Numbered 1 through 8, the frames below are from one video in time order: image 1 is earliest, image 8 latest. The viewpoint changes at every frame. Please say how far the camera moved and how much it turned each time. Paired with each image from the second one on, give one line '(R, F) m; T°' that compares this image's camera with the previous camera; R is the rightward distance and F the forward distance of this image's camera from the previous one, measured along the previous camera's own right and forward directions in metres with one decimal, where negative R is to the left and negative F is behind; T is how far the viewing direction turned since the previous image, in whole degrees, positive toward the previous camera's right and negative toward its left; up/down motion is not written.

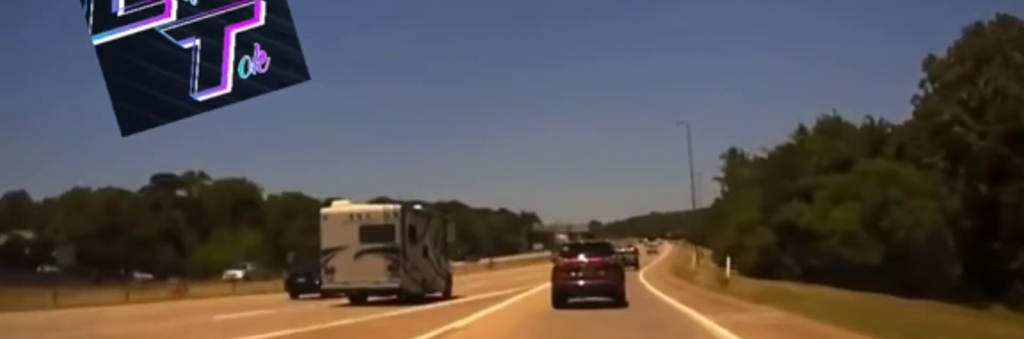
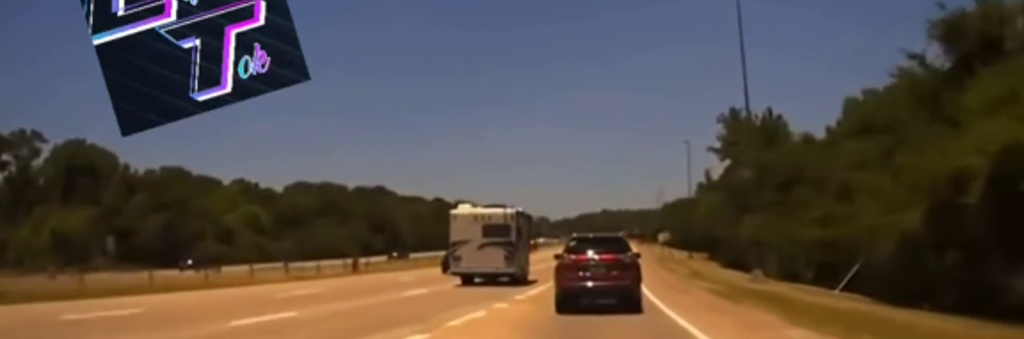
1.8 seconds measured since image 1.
(+1.8, +40.3) m; +4°
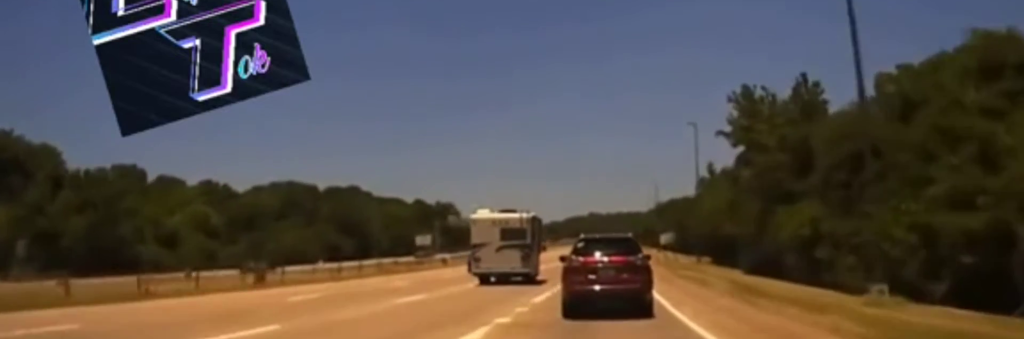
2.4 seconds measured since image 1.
(+0.3, +15.1) m; +1°
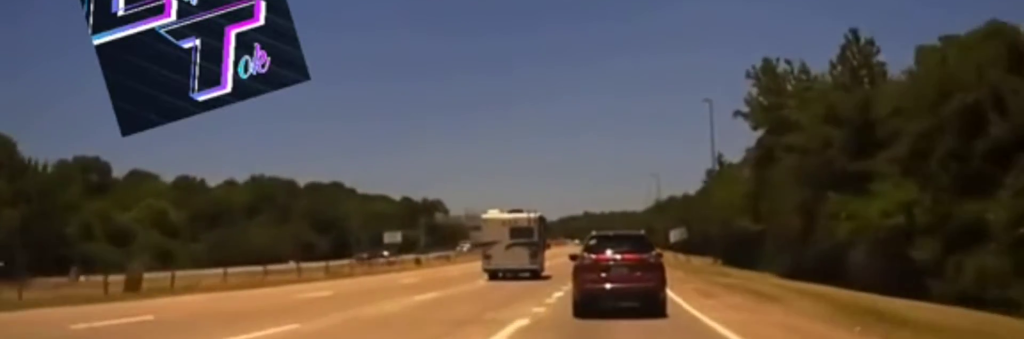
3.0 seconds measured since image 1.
(+0.1, +11.9) m; 0°
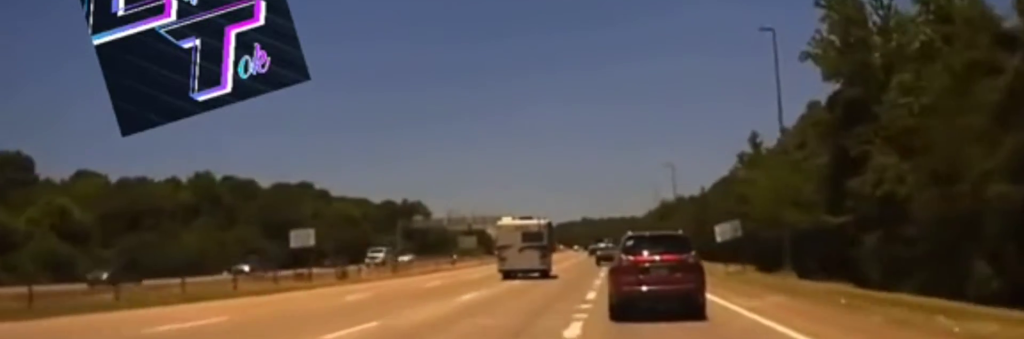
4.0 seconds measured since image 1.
(0.0, +22.9) m; 0°
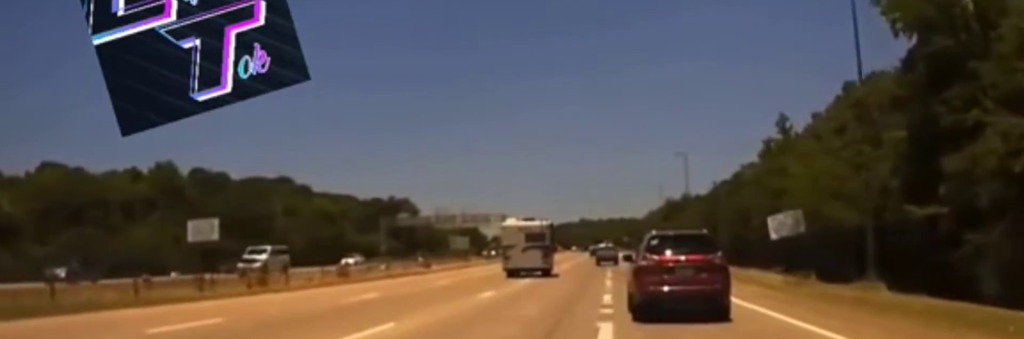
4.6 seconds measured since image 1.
(-0.1, +12.5) m; +1°
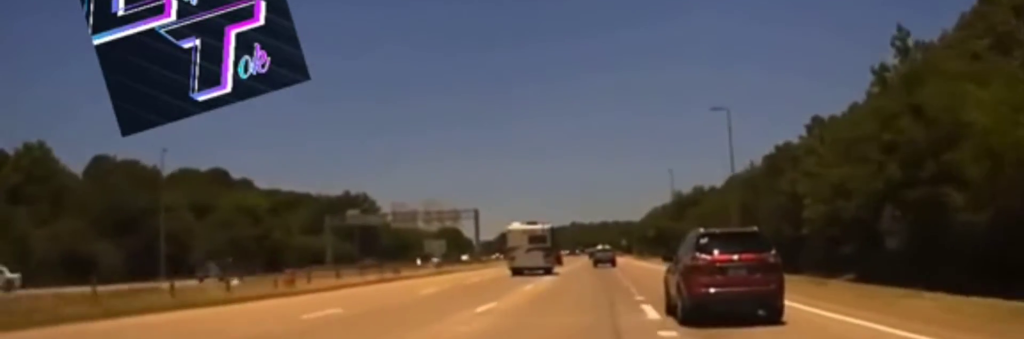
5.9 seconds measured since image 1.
(+0.3, +28.3) m; 0°
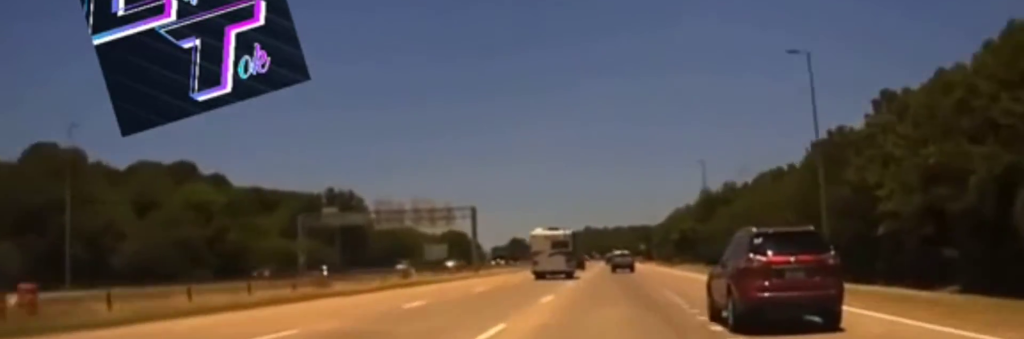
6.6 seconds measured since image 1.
(-0.2, +16.2) m; -1°
